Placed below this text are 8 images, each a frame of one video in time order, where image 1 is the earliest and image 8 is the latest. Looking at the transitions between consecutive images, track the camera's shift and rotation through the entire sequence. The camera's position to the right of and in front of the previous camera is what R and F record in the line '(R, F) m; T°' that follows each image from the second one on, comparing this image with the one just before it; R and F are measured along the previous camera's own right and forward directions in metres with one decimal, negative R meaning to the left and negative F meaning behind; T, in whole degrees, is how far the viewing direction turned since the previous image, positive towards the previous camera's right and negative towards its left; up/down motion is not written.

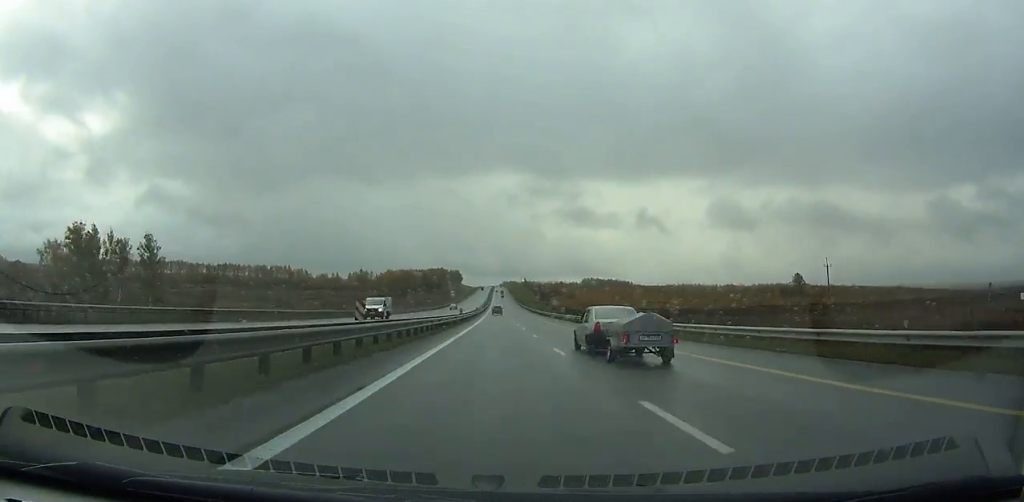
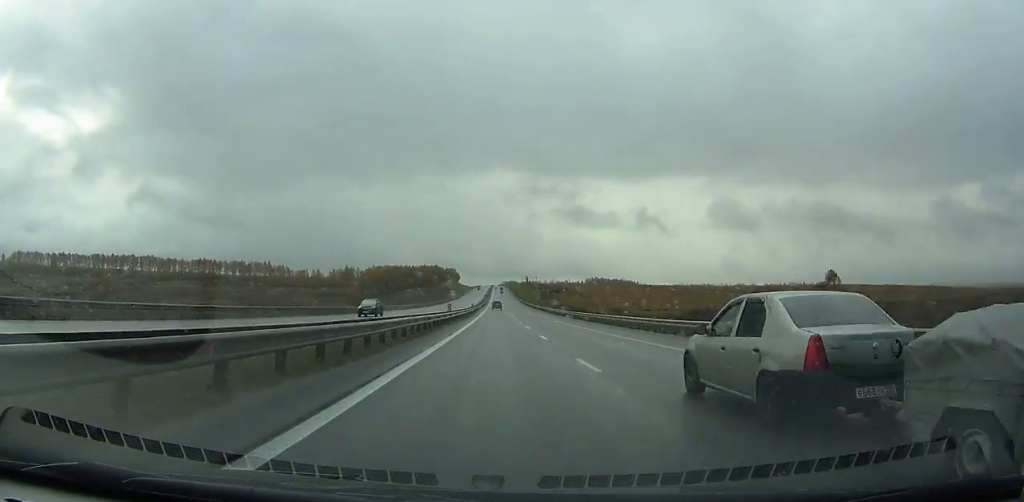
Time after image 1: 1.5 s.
(0.0, +52.9) m; 0°
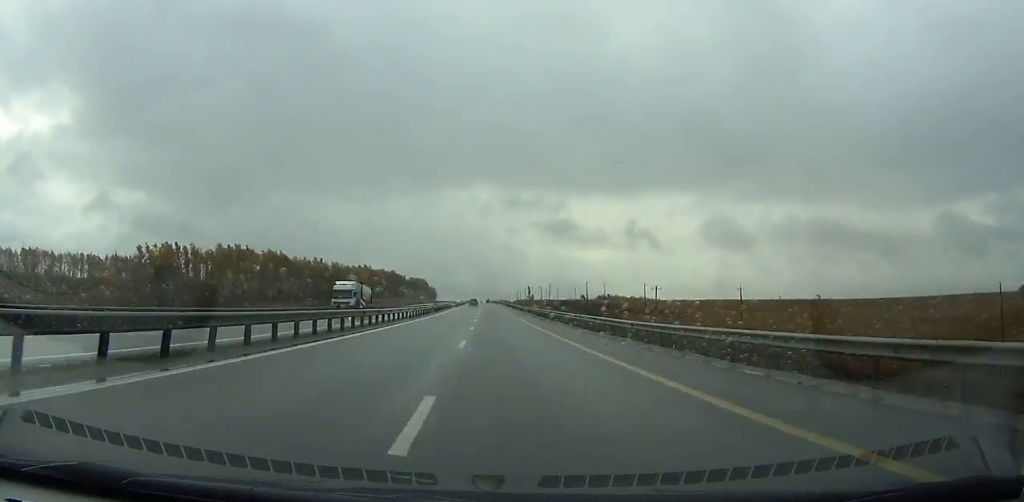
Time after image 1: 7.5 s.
(+3.0, +206.8) m; +1°
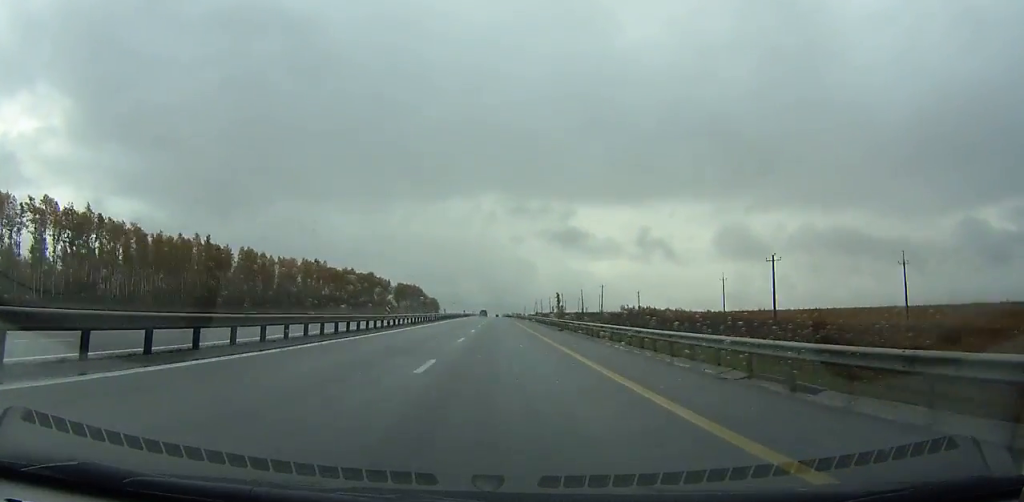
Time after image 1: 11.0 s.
(-0.4, +114.5) m; 0°
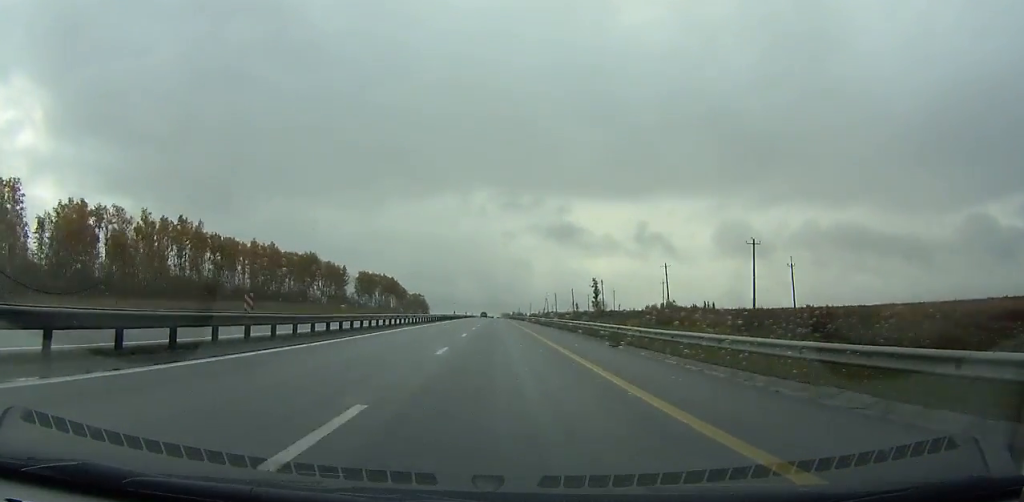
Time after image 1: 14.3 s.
(-0.3, +104.3) m; 0°
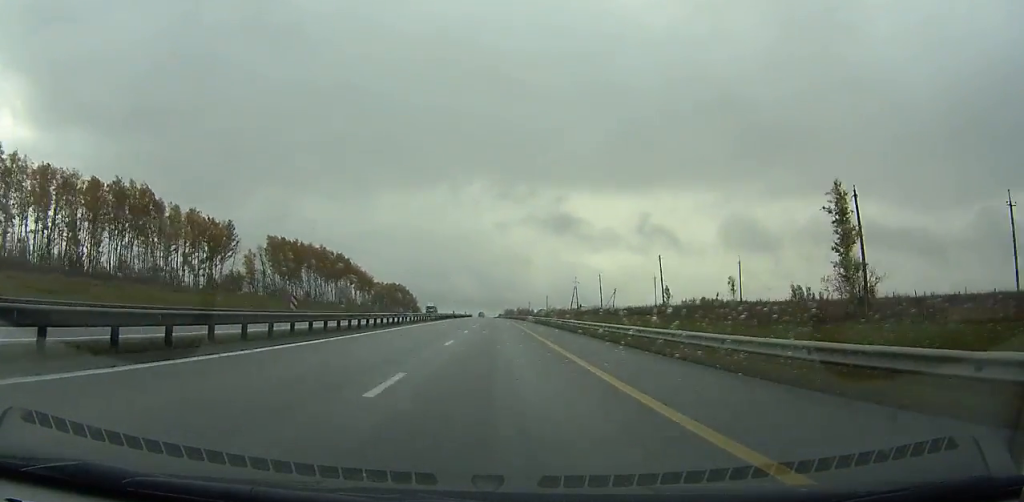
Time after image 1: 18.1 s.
(-0.5, +117.4) m; 0°
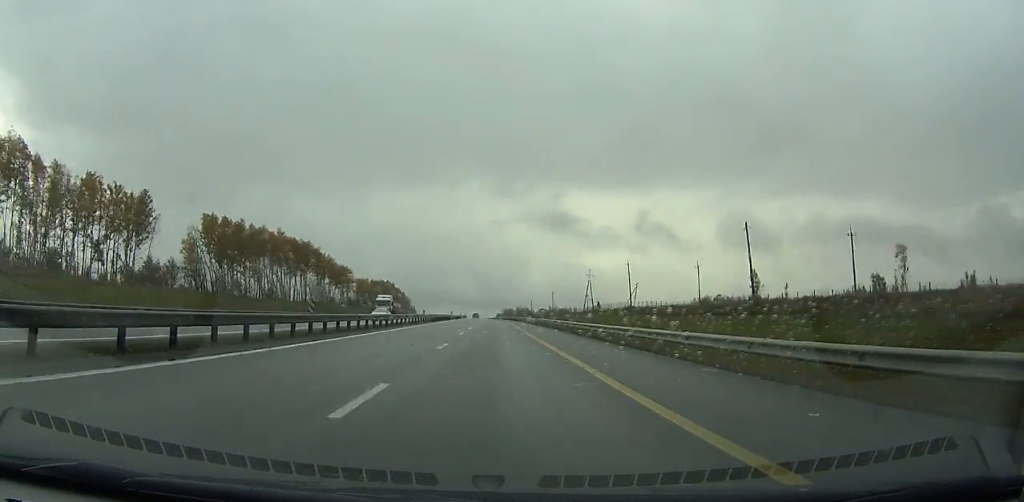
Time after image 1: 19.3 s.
(0.0, +36.7) m; 0°
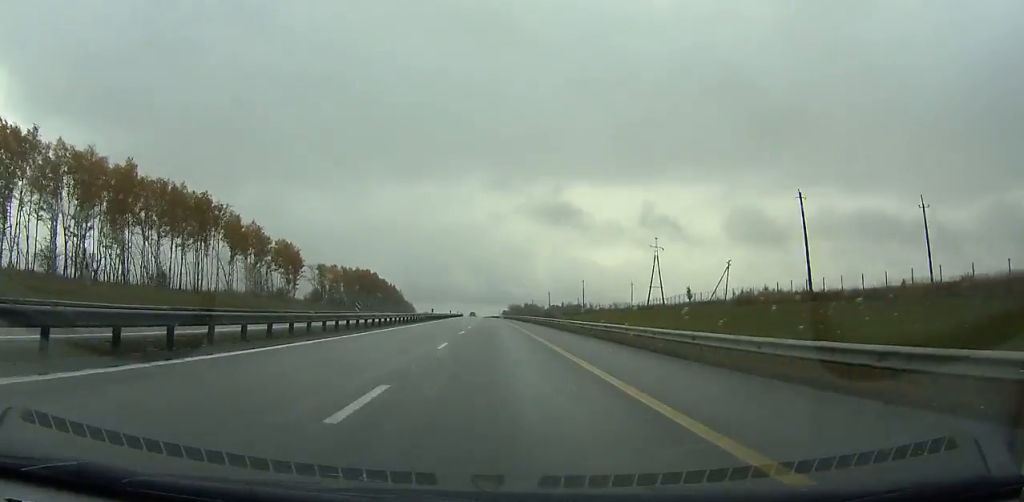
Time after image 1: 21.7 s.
(-0.3, +72.9) m; -1°
